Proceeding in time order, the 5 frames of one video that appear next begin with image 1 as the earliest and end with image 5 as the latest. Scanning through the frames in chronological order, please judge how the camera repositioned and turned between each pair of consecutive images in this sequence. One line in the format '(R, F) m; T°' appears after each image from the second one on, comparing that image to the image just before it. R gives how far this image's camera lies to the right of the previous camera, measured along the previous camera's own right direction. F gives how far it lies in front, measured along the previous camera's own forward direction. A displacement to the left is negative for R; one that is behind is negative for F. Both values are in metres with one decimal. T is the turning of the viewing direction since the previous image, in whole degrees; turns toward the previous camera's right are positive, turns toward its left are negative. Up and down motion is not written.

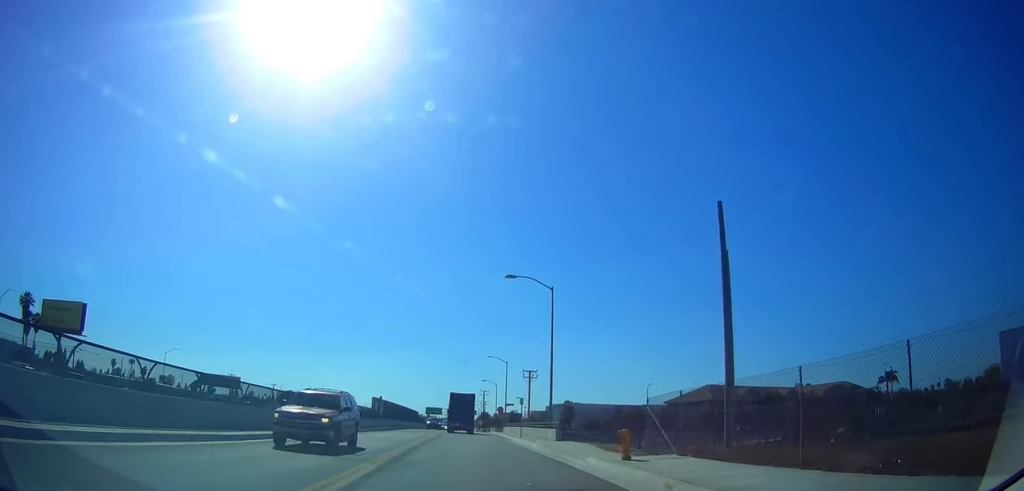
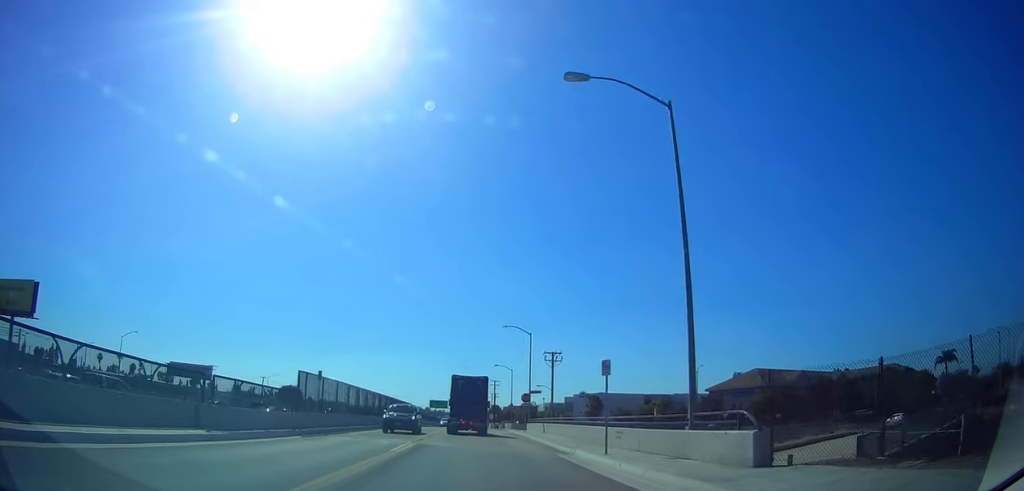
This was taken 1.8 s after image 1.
(-0.3, +26.5) m; -1°
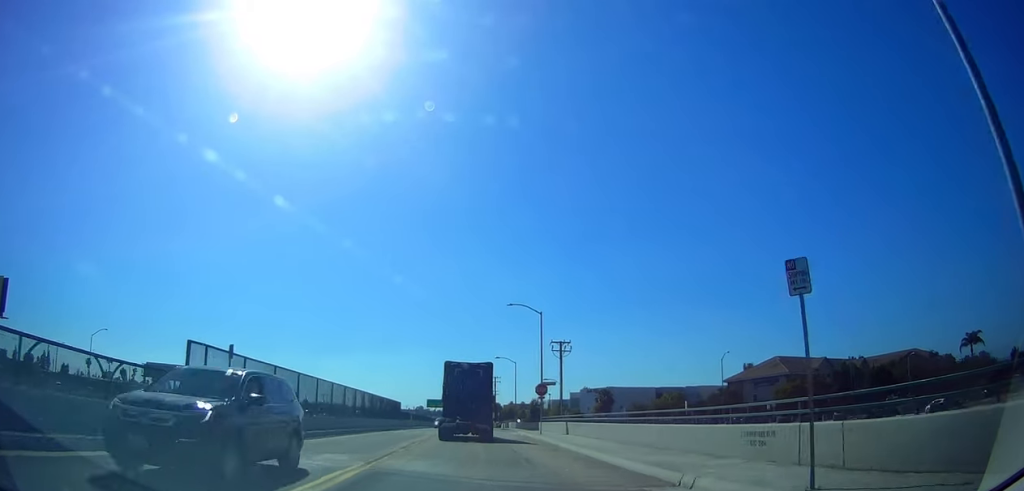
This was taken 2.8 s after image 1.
(0.0, +12.8) m; +1°
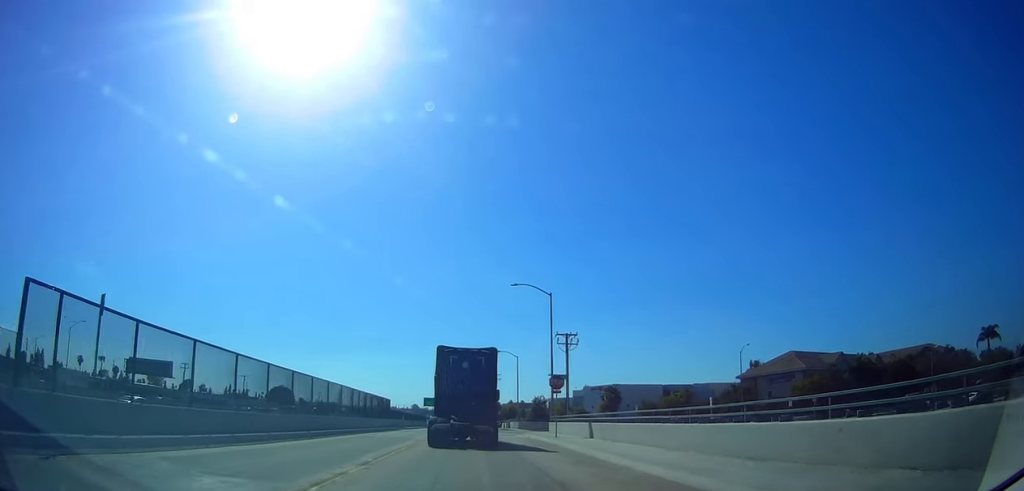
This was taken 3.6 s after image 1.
(+0.1, +9.3) m; +1°
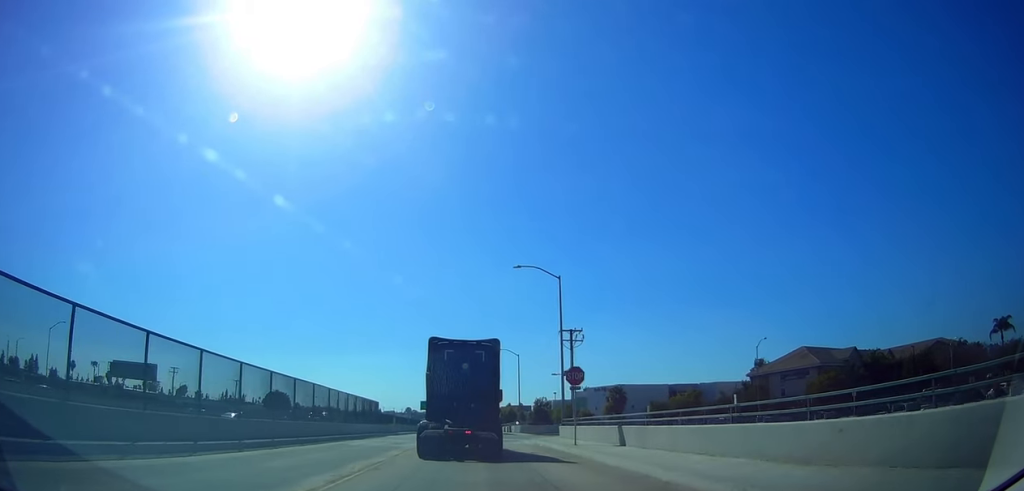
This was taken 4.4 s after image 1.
(+0.1, +8.7) m; 0°
